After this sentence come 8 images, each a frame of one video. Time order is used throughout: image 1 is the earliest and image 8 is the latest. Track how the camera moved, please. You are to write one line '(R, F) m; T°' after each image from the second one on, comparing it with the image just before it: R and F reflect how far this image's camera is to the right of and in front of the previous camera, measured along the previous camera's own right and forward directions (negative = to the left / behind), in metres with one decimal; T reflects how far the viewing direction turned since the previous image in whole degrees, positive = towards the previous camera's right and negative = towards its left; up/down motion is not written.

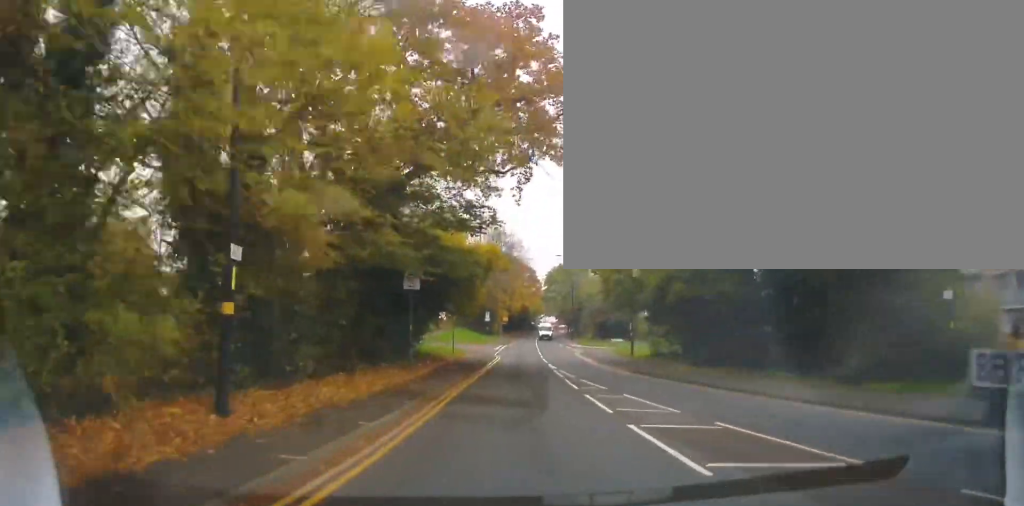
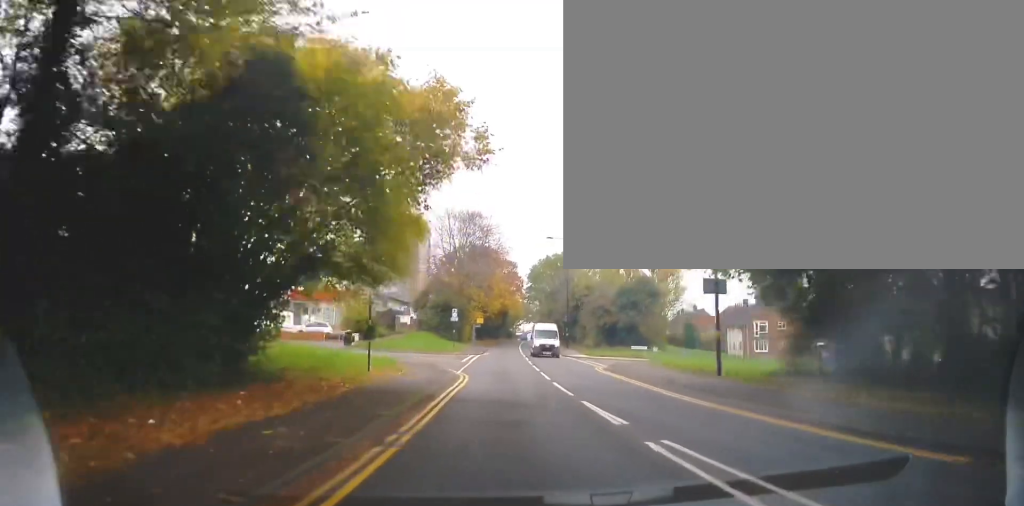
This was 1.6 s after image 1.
(+1.1, +19.6) m; +5°
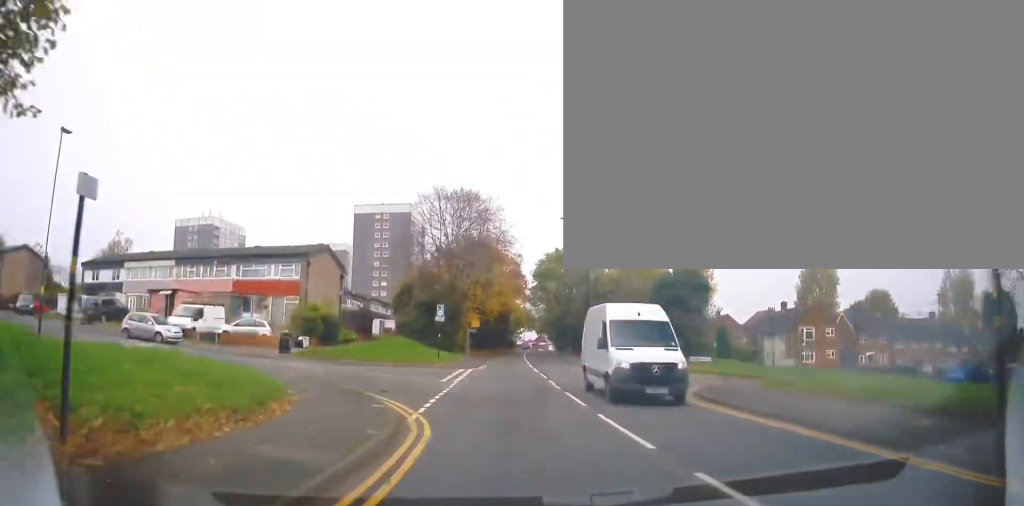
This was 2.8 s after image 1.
(+0.1, +13.9) m; -1°
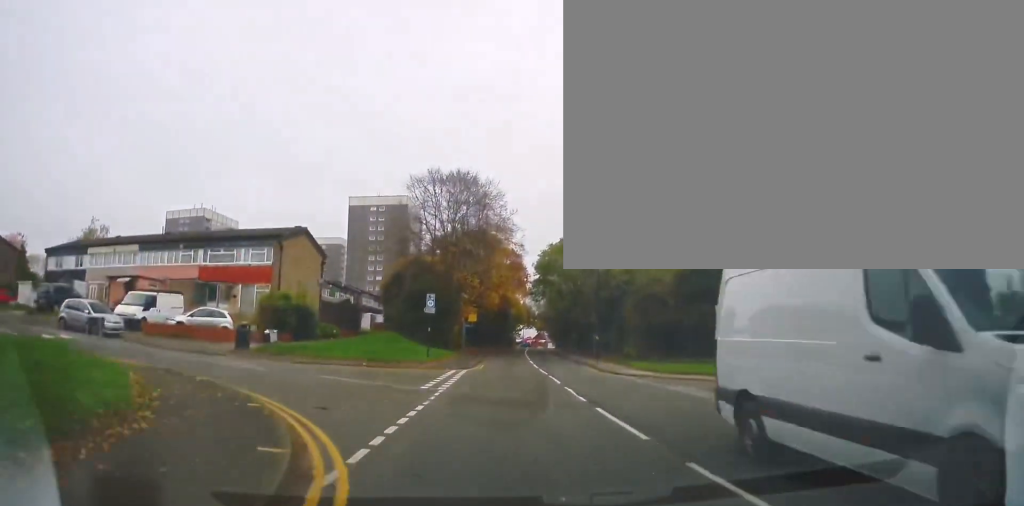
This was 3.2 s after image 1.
(-0.2, +5.0) m; 0°
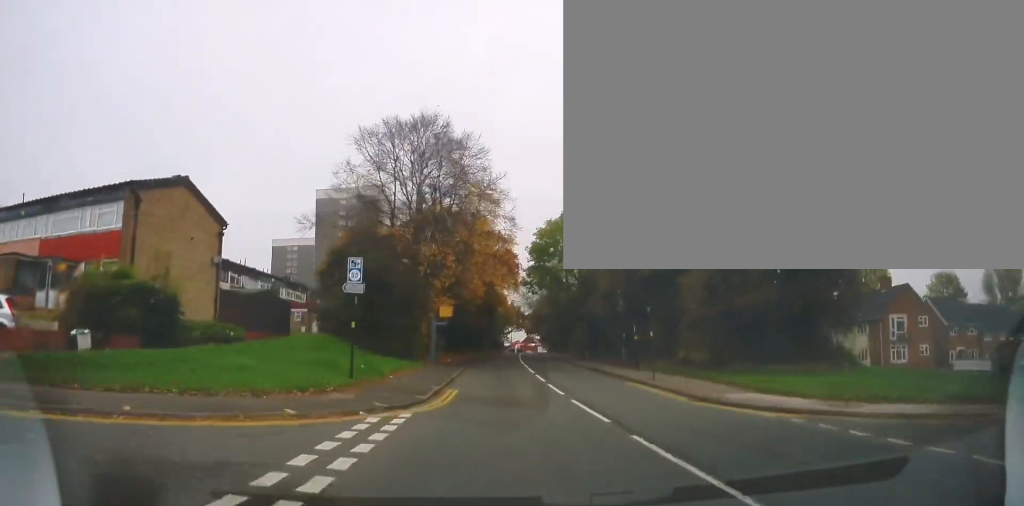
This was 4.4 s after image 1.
(+0.3, +15.5) m; +3°
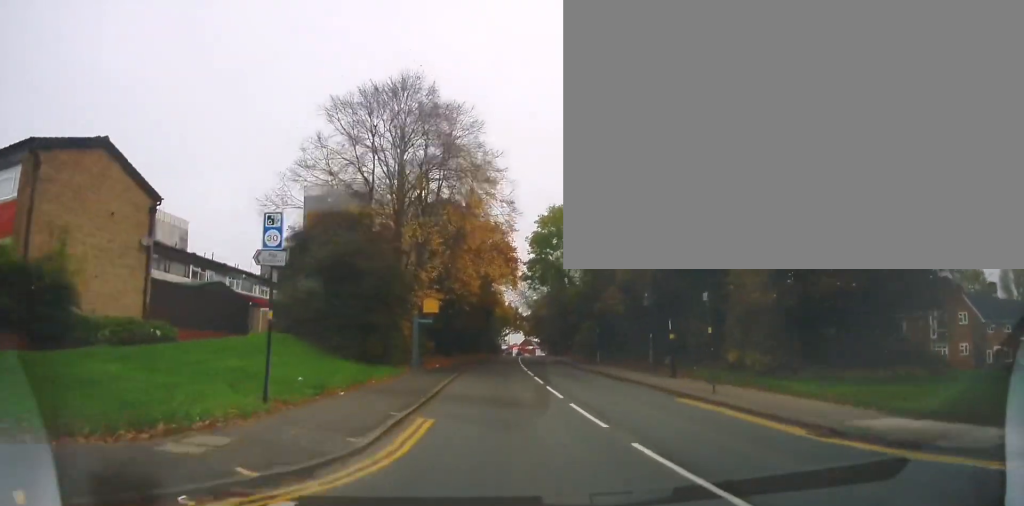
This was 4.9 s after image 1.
(+0.2, +6.4) m; 0°
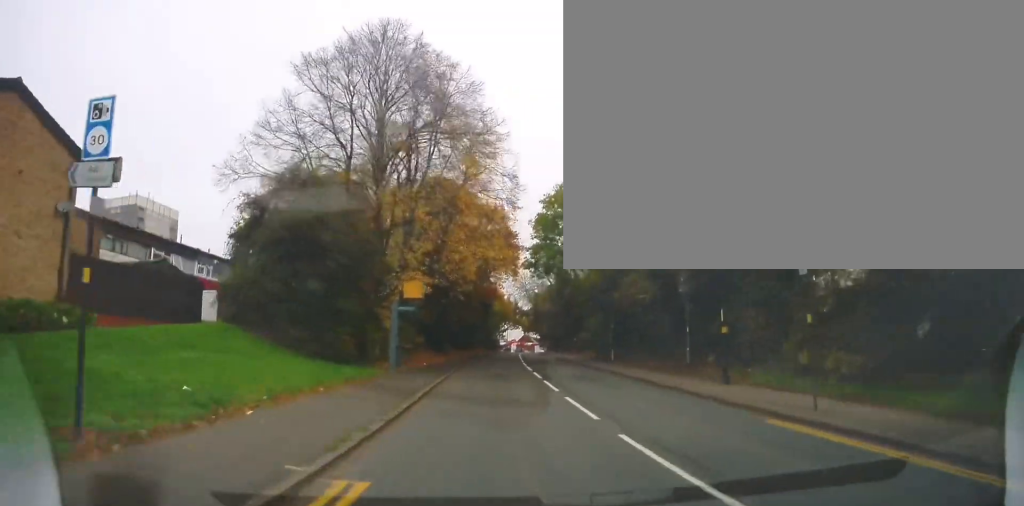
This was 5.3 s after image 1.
(+0.2, +6.0) m; 0°
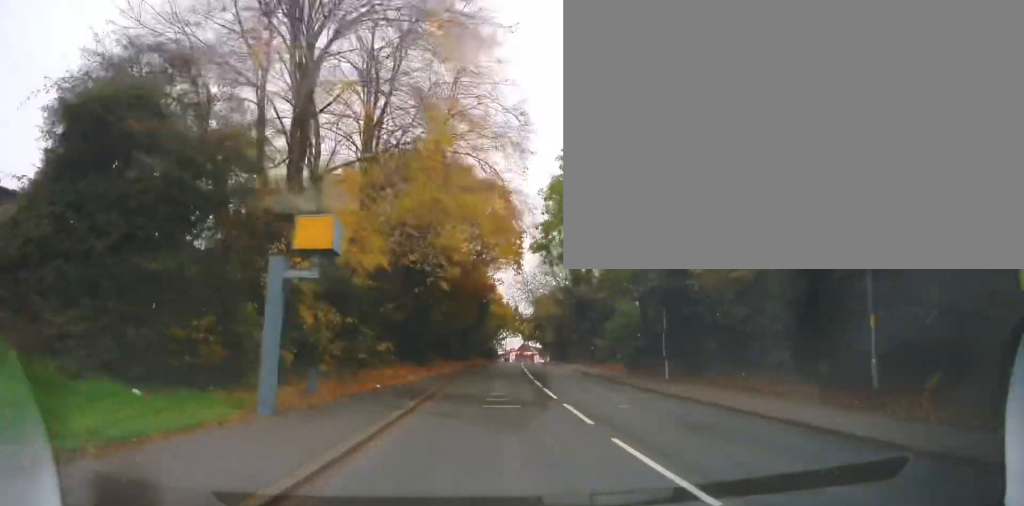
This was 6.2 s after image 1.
(-0.3, +11.4) m; -1°
